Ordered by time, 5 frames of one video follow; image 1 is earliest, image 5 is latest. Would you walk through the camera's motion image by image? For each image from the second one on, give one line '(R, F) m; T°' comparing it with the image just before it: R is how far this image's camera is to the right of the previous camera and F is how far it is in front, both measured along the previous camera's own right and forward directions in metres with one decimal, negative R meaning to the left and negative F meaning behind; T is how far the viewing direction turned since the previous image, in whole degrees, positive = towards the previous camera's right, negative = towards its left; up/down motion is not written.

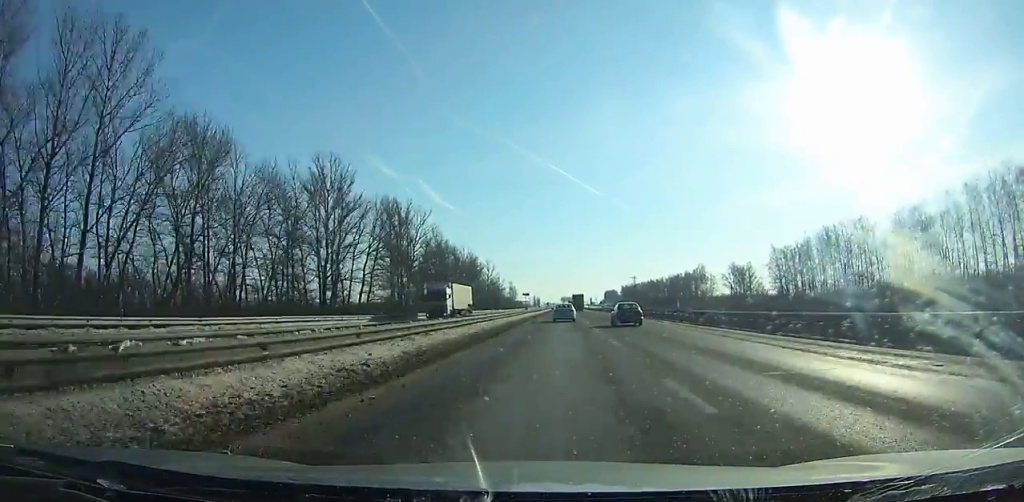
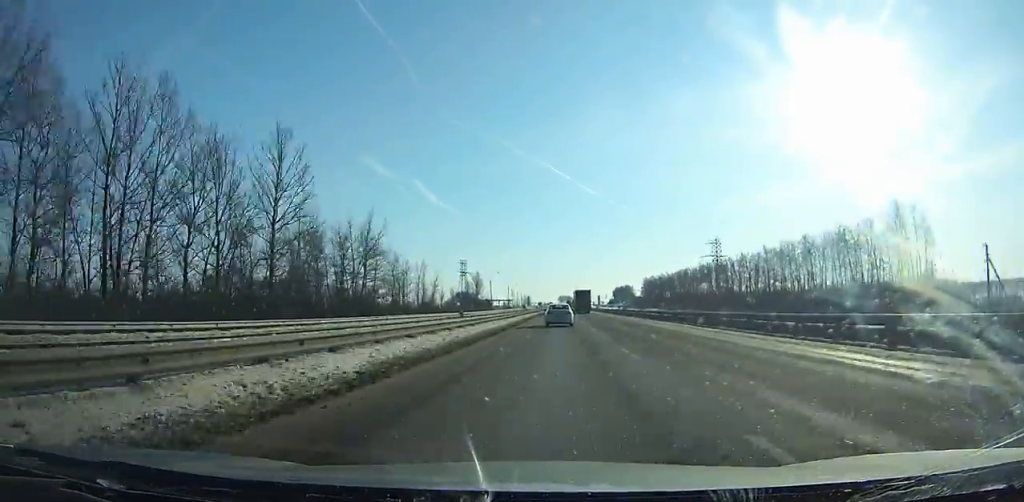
(+0.6, +169.8) m; 0°
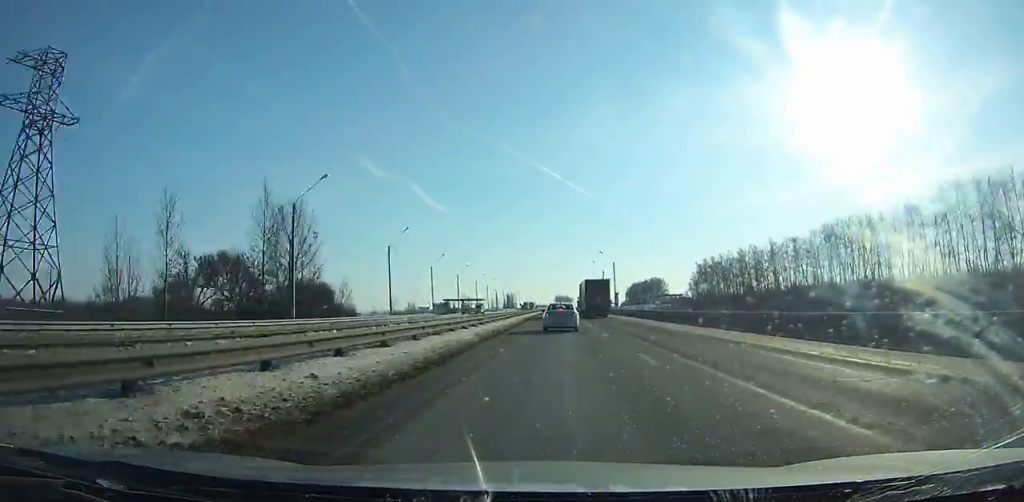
(+0.2, +166.1) m; 0°
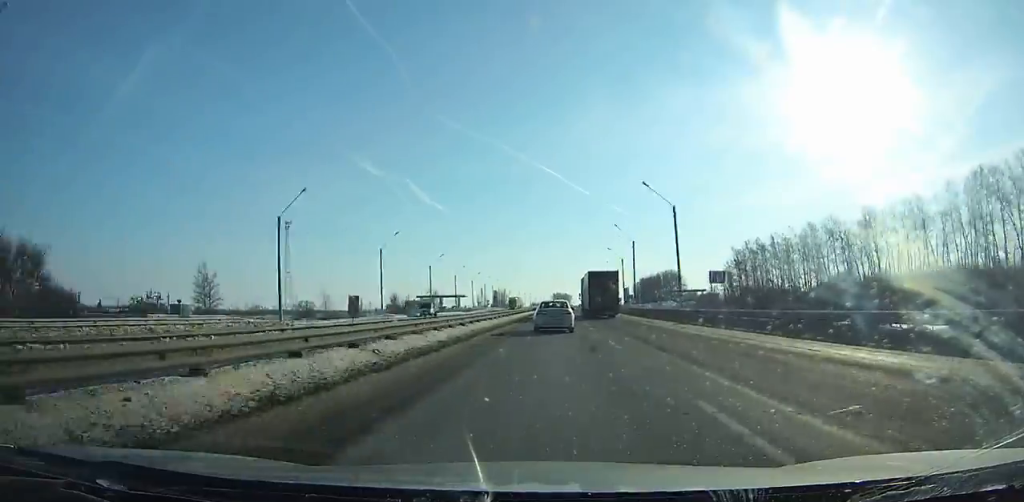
(+0.2, +55.0) m; 0°
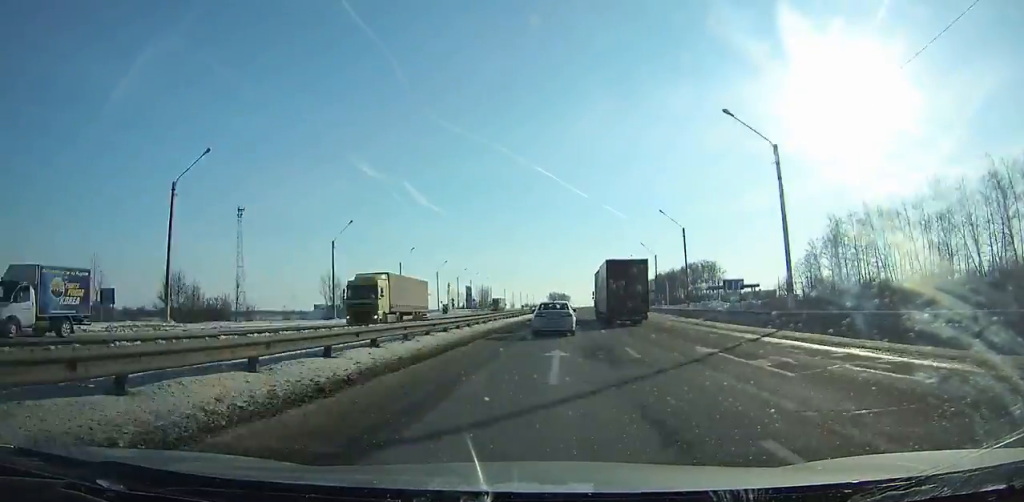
(0.0, +74.0) m; +1°
